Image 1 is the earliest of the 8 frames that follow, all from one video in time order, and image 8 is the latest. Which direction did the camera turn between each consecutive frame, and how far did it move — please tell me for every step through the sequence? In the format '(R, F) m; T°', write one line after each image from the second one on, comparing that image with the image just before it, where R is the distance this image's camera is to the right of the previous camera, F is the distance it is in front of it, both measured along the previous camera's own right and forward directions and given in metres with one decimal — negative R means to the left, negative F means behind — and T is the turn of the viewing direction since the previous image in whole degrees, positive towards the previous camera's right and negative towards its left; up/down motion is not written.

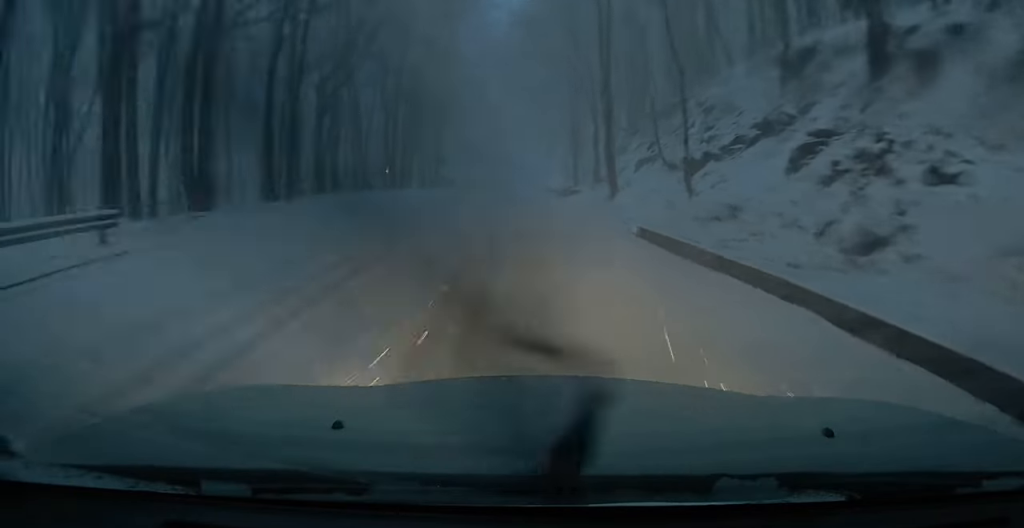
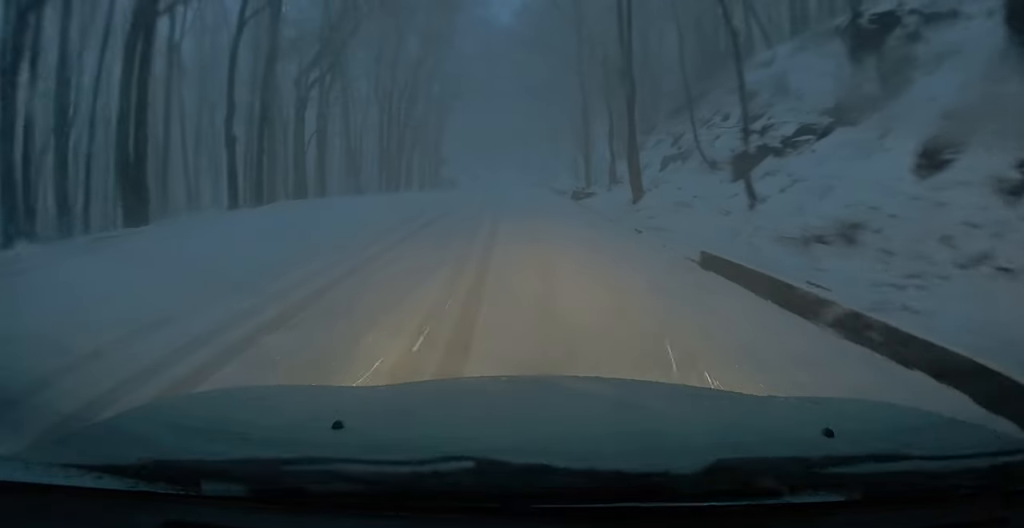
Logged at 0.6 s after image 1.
(-0.1, +4.3) m; -2°
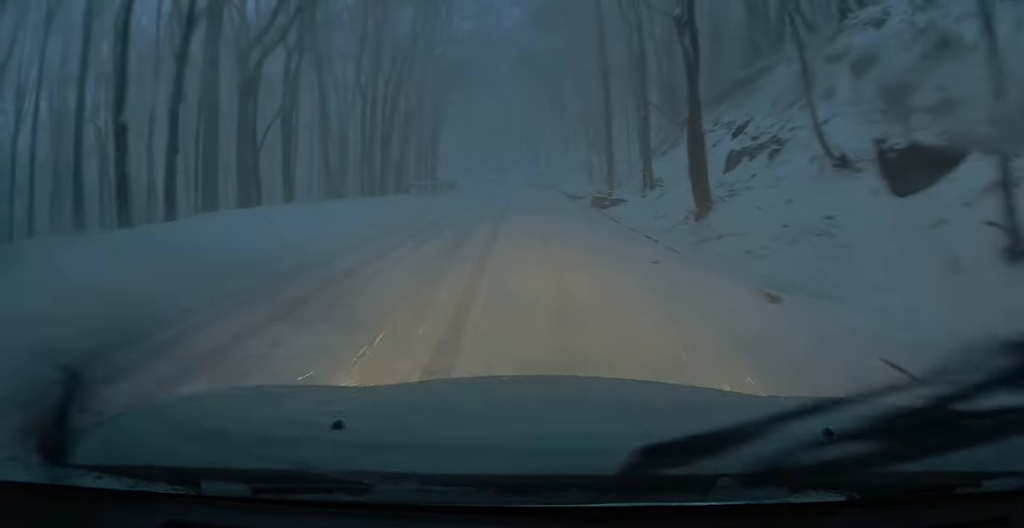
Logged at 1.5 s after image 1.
(0.0, +7.2) m; -2°
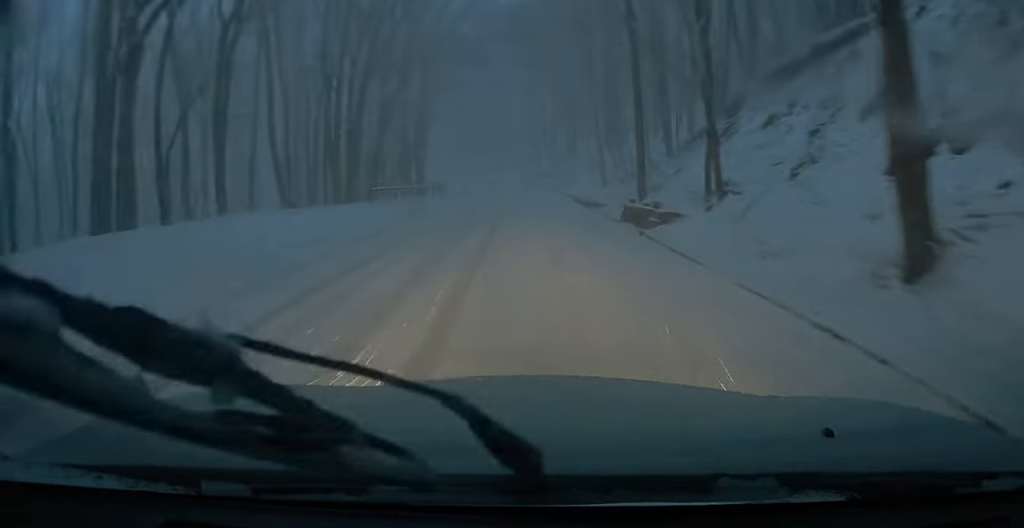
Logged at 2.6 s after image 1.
(-0.4, +7.7) m; -3°
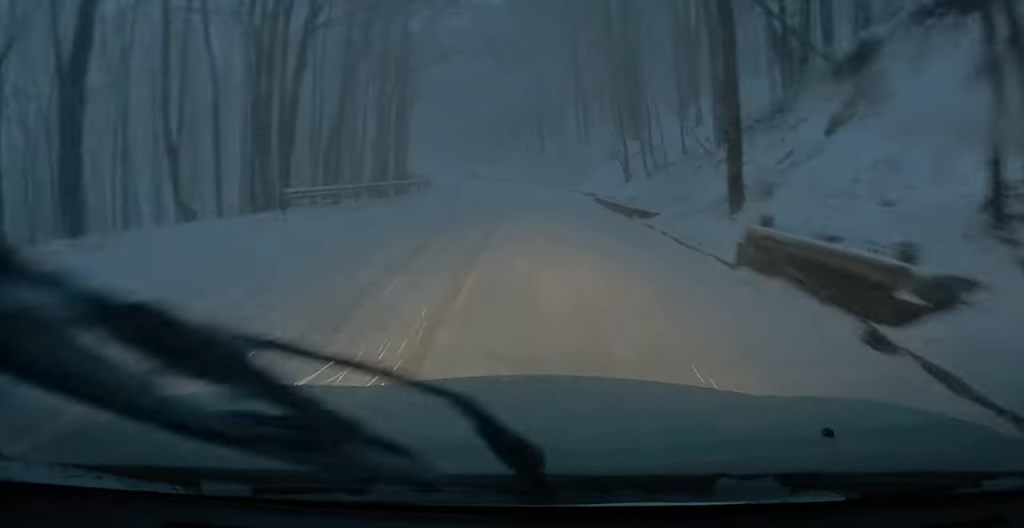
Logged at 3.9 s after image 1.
(0.0, +9.6) m; +3°
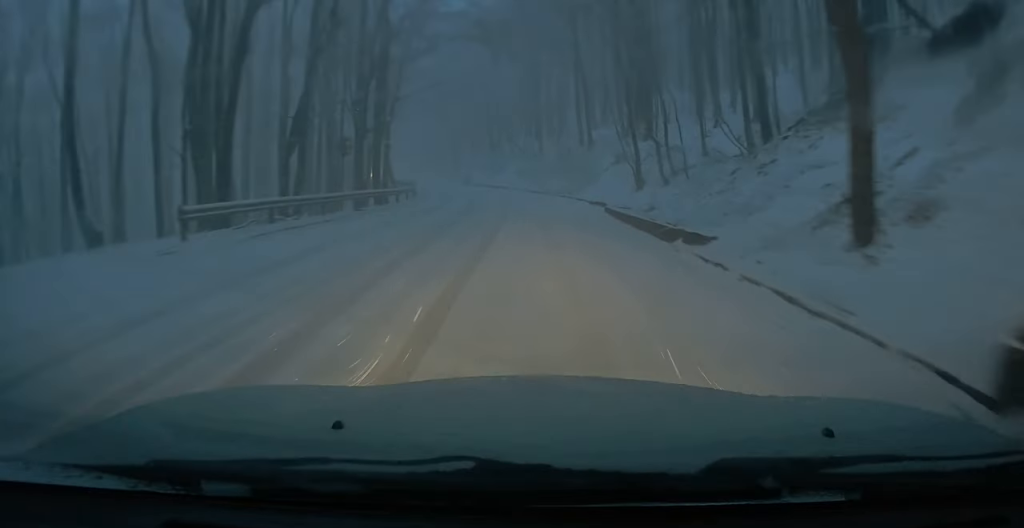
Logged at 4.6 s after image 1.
(+0.1, +4.9) m; +2°
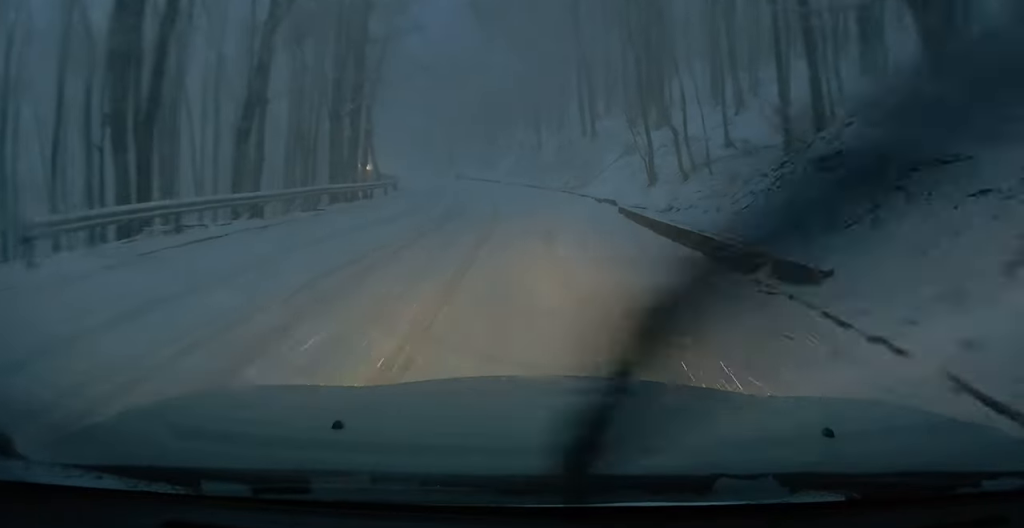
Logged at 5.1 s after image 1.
(+0.2, +4.1) m; +2°
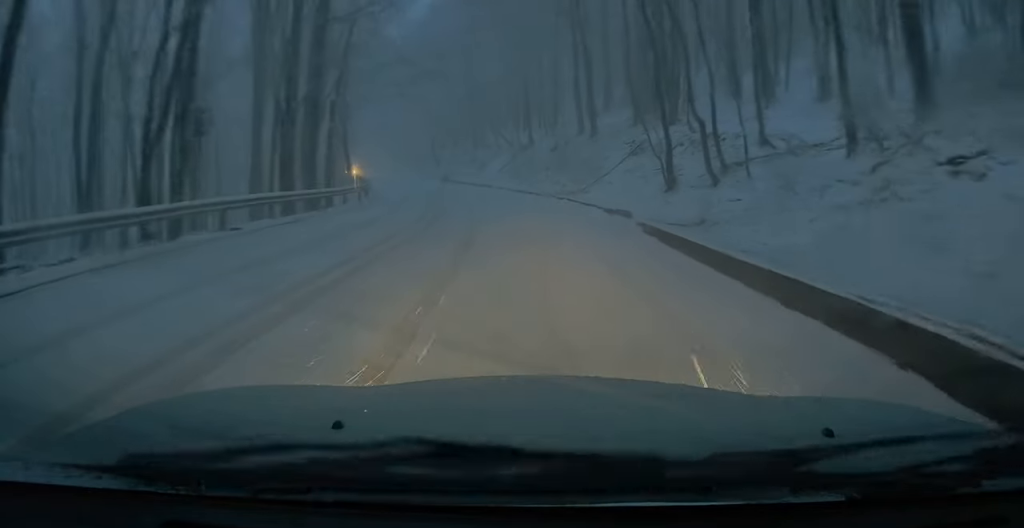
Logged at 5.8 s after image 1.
(0.0, +4.9) m; -2°
